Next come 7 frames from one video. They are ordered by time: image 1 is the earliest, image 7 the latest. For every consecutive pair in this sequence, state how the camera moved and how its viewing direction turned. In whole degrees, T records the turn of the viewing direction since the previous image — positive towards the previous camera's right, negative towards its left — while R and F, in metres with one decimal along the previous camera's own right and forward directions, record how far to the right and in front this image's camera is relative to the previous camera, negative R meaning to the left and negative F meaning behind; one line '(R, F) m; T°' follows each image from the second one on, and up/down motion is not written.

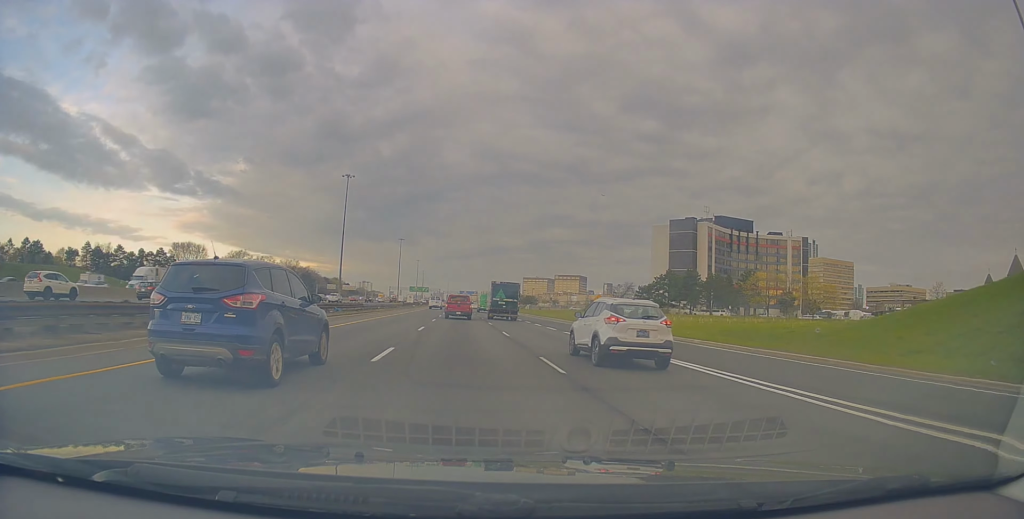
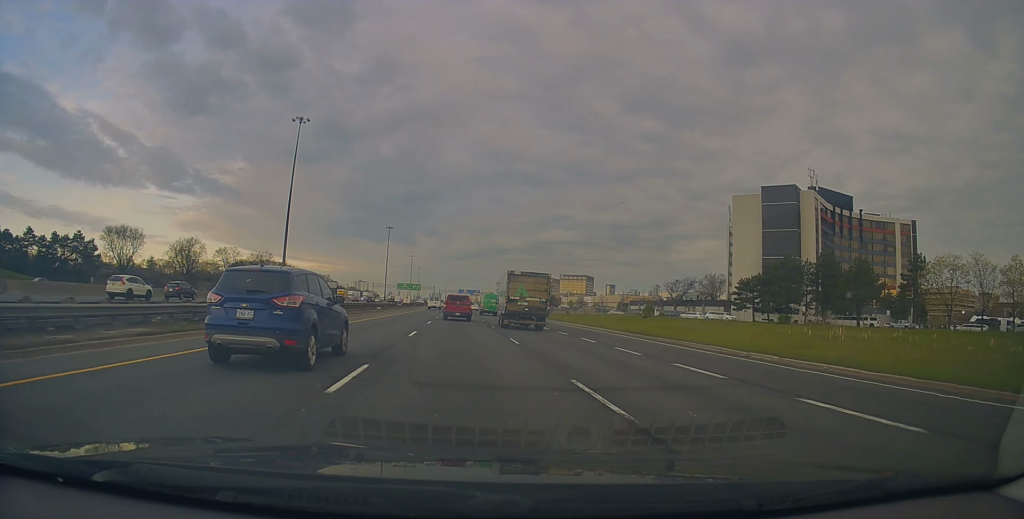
(+0.2, +51.7) m; 0°
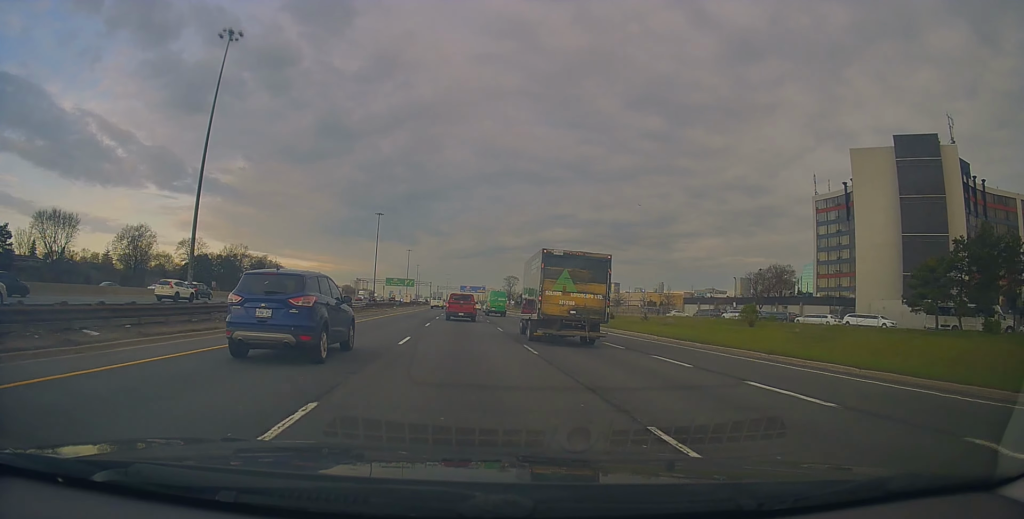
(0.0, +40.4) m; 0°
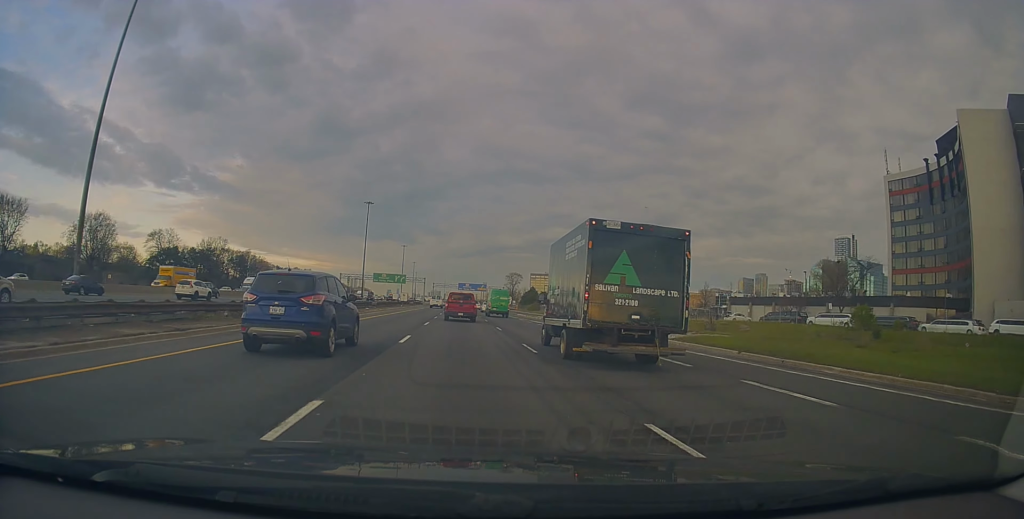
(0.0, +24.1) m; -1°
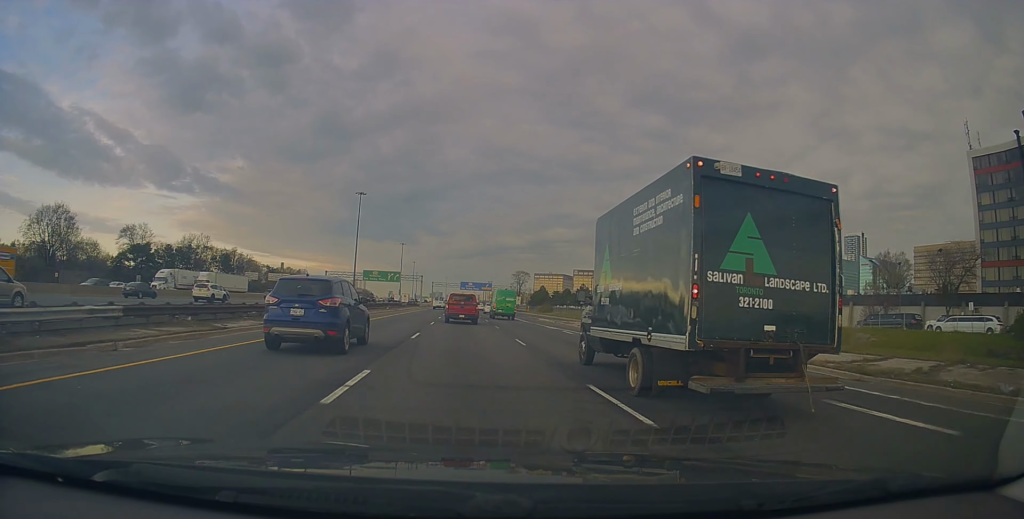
(-0.4, +21.3) m; 0°
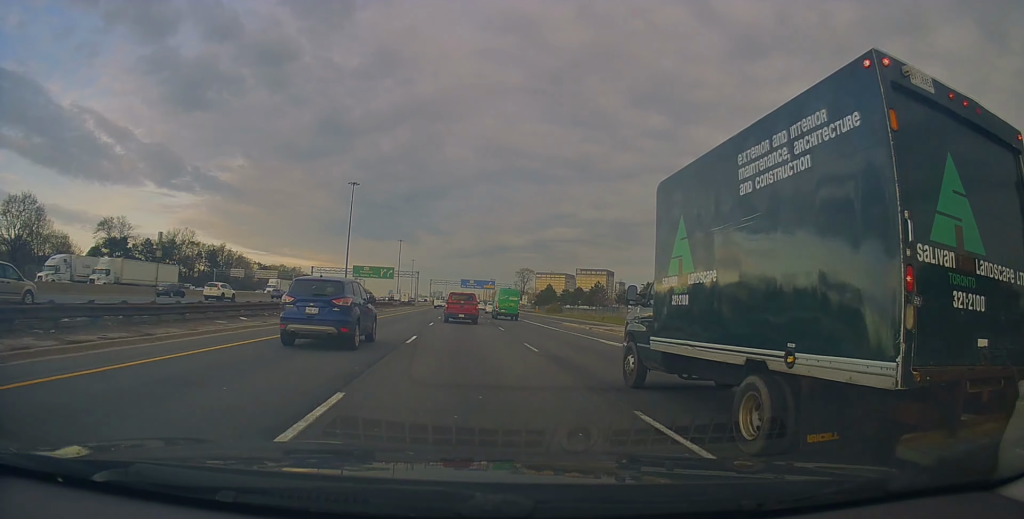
(0.0, +14.7) m; 0°
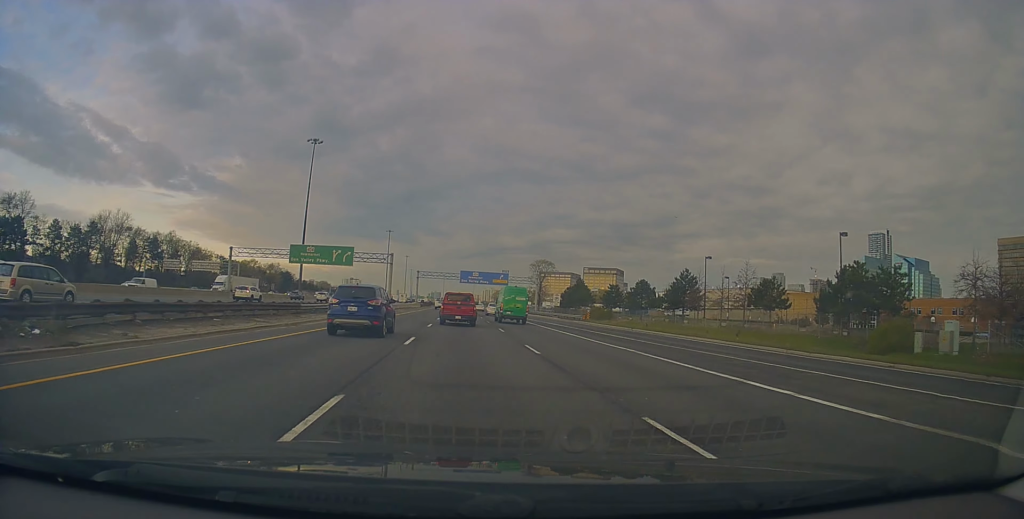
(+0.8, +48.8) m; +1°
